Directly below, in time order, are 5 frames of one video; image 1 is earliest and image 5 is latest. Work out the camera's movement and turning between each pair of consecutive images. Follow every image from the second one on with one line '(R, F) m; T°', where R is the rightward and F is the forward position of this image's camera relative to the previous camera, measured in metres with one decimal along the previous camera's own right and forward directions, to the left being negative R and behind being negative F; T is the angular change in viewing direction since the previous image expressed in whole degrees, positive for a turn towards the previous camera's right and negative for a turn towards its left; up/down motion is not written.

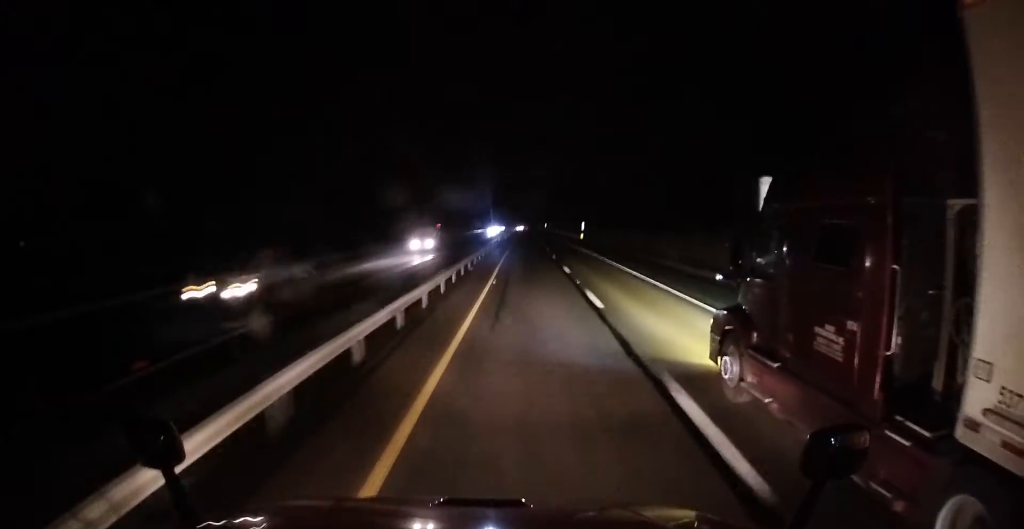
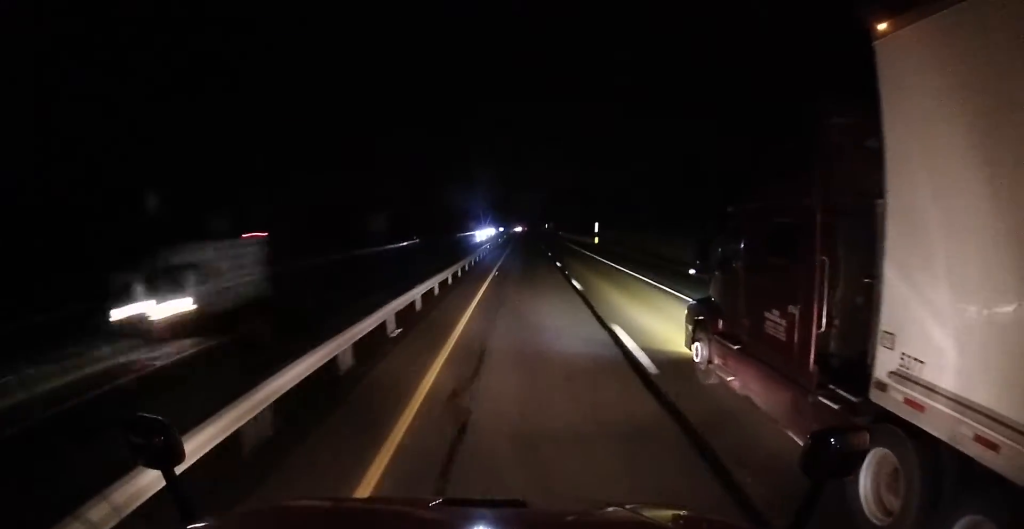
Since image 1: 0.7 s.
(0.0, +20.5) m; 0°
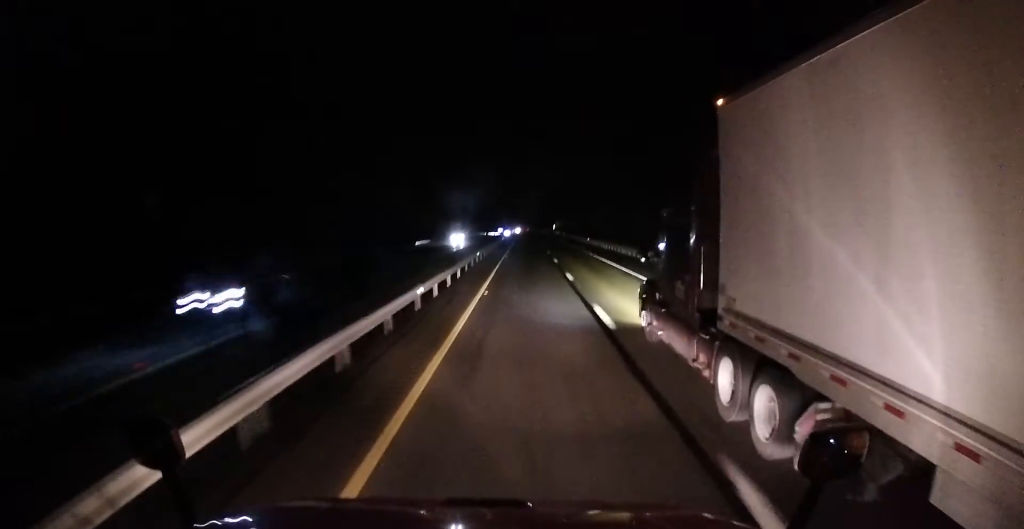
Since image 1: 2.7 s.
(+0.7, +59.8) m; +1°
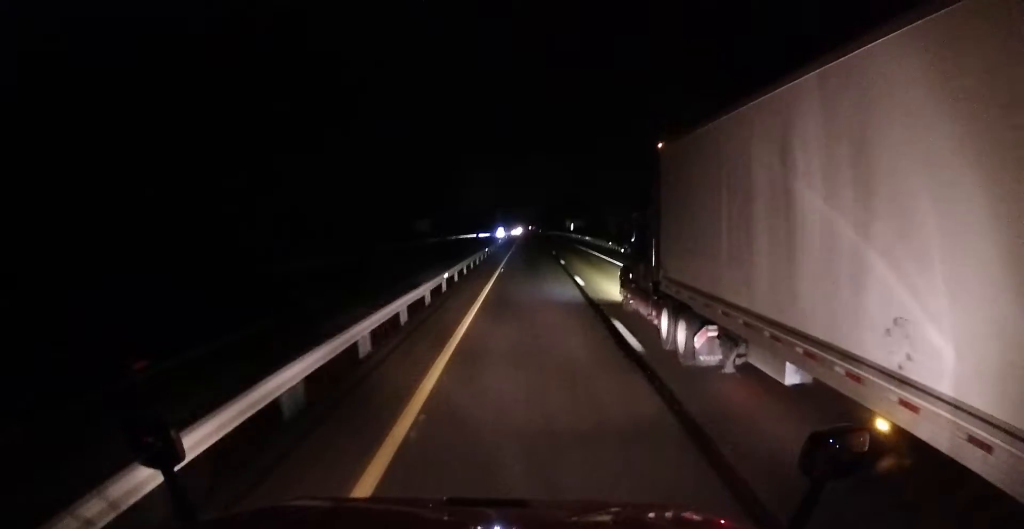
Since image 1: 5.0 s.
(-0.8, +64.5) m; 0°
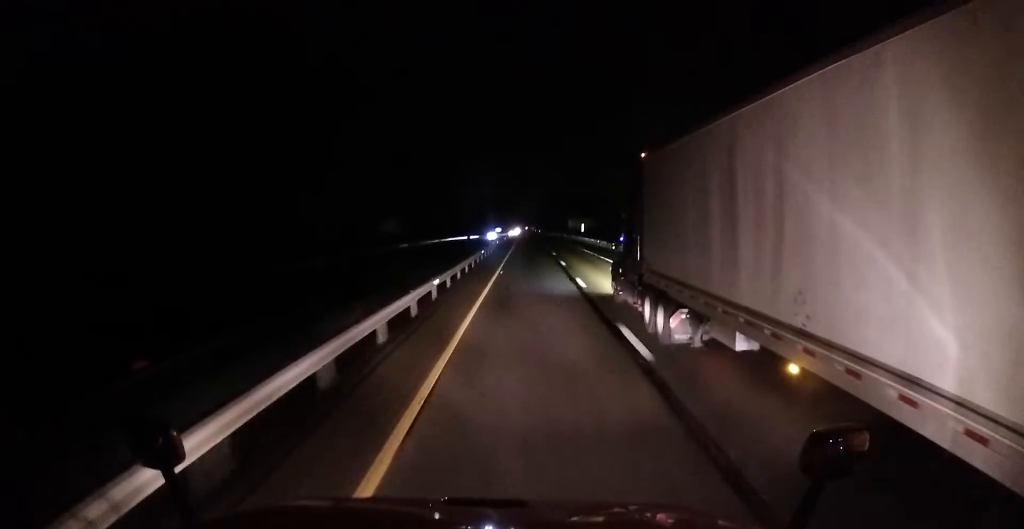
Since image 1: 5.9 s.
(+0.3, +25.9) m; +1°
